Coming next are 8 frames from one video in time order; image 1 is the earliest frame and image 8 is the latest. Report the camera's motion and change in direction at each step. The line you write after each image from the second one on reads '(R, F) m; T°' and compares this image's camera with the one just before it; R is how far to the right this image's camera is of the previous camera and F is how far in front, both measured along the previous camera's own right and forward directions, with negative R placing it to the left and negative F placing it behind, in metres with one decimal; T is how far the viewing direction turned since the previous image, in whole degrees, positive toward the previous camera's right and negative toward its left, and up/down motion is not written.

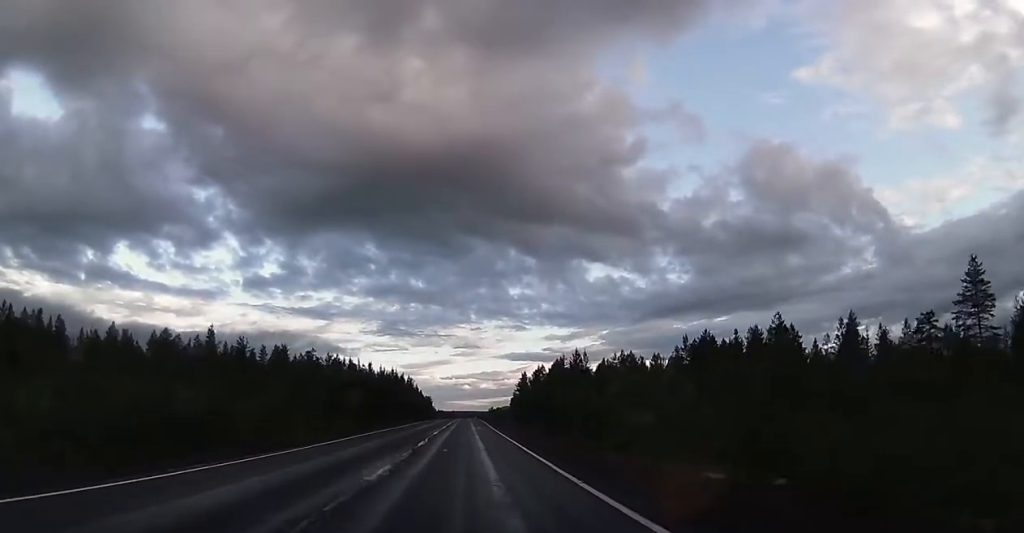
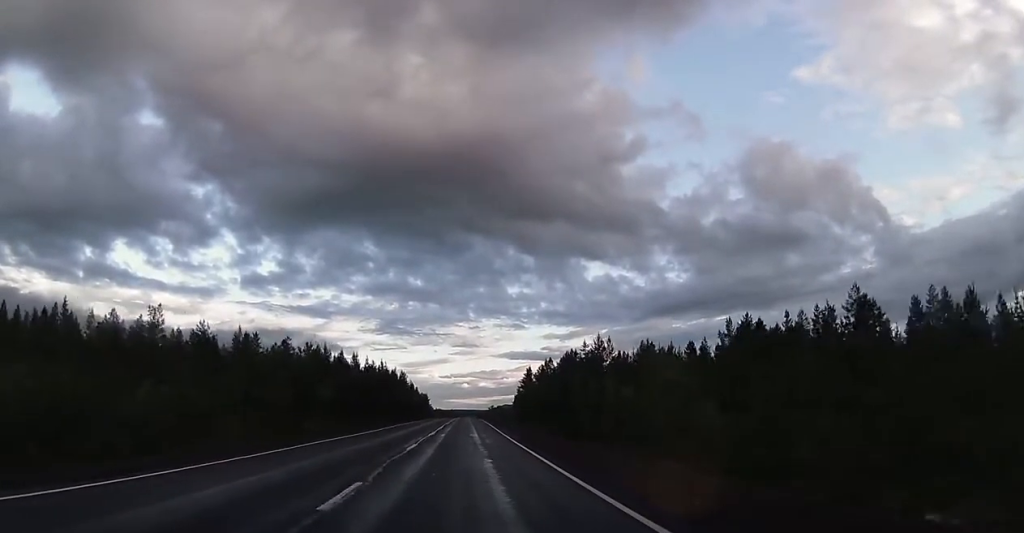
(+0.1, +15.9) m; 0°
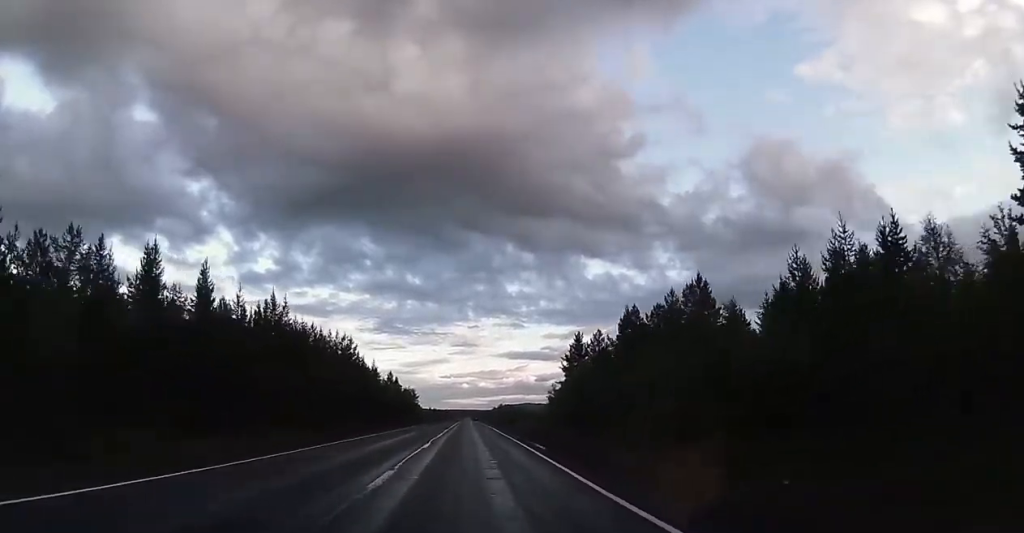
(0.0, +70.0) m; 0°
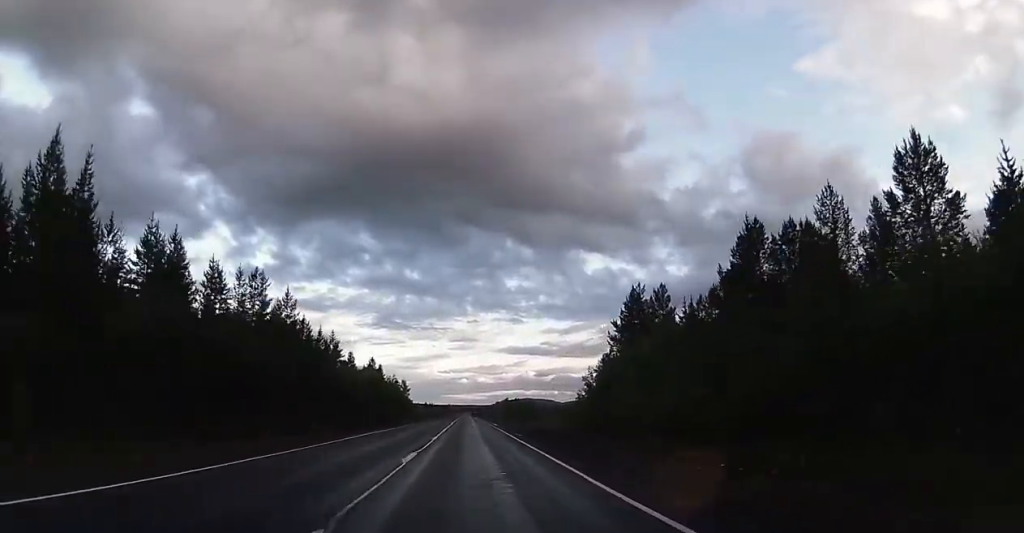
(0.0, +31.5) m; 0°
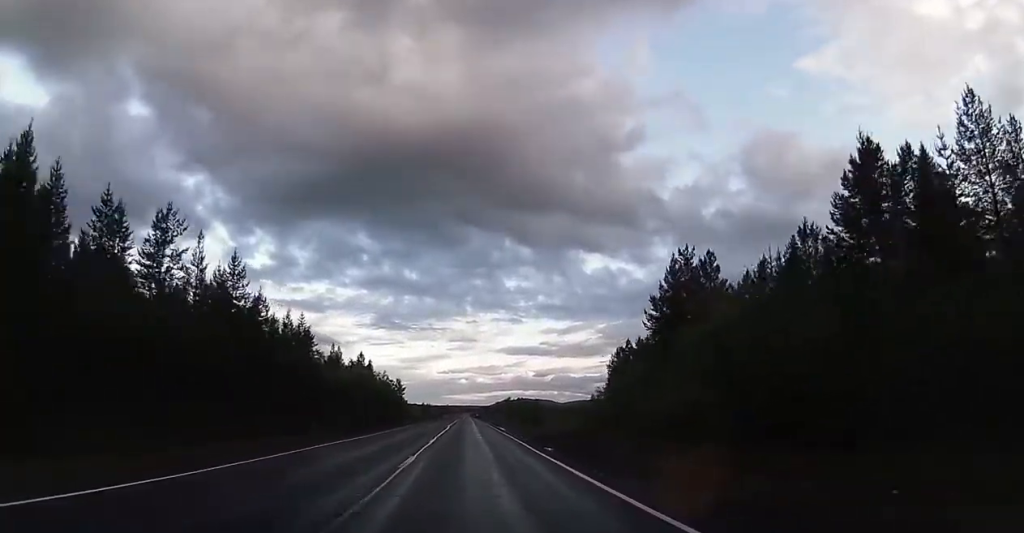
(+0.1, +13.4) m; 0°
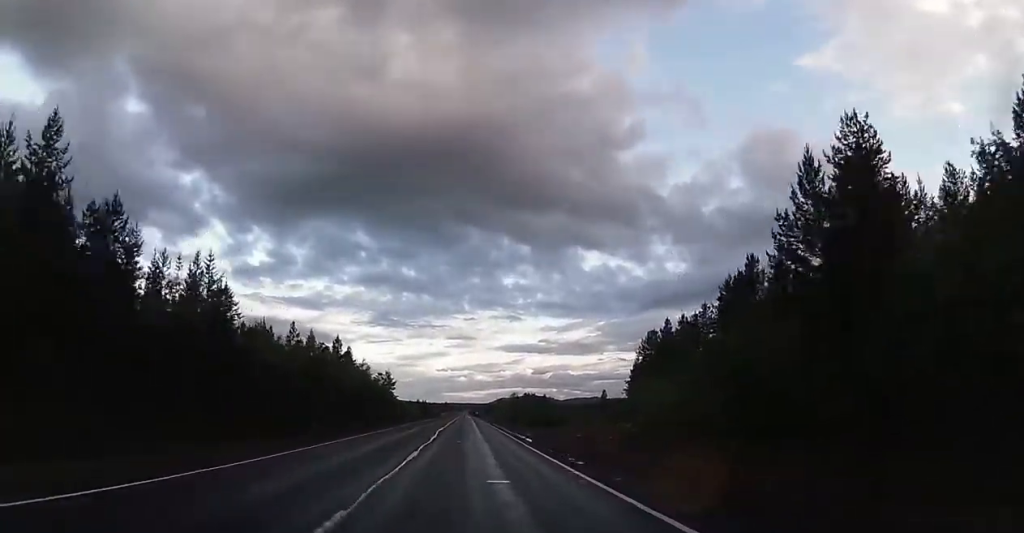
(-0.1, +22.2) m; 0°
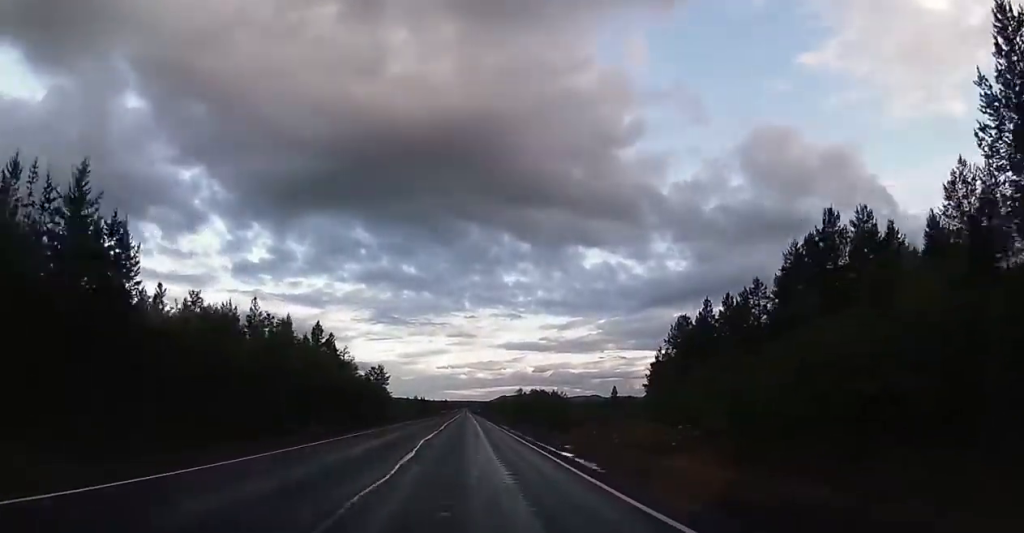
(0.0, +14.6) m; 0°
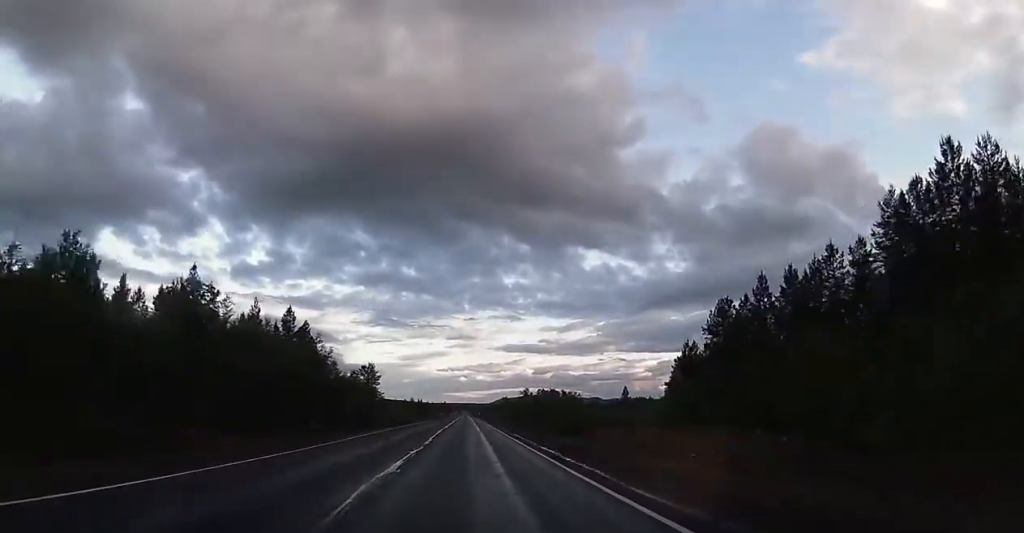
(0.0, +14.8) m; 0°
